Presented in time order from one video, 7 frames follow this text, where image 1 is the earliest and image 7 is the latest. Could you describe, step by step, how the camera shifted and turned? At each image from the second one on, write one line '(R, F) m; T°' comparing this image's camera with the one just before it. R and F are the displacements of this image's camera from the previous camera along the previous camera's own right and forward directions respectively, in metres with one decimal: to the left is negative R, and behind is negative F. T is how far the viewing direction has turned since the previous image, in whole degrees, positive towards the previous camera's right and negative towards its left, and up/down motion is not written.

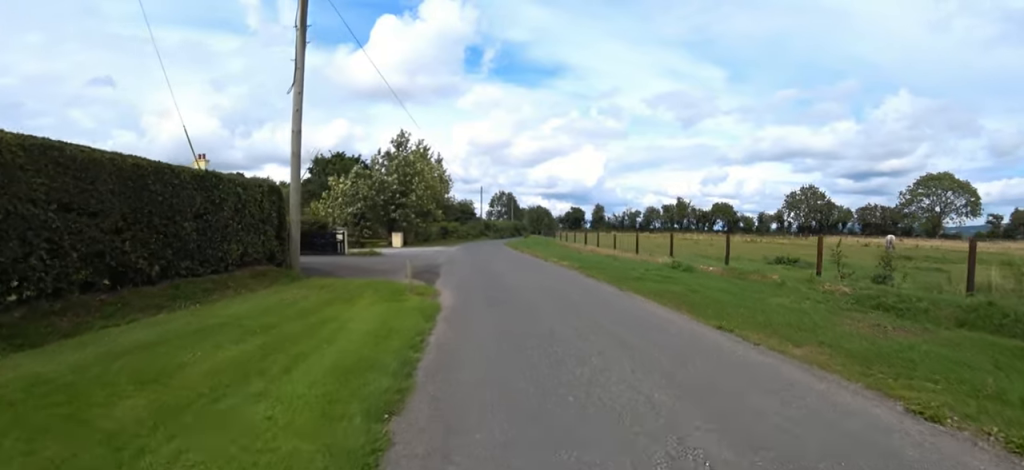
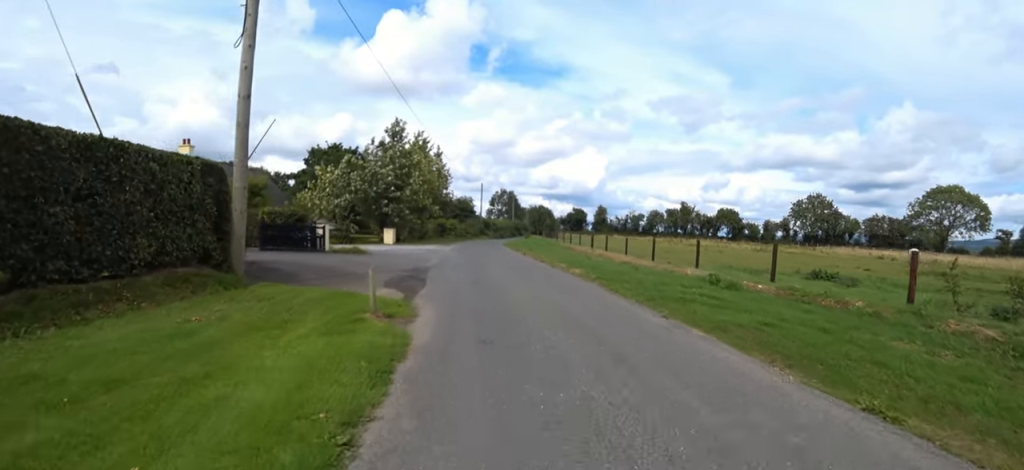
(0.0, +2.4) m; -3°
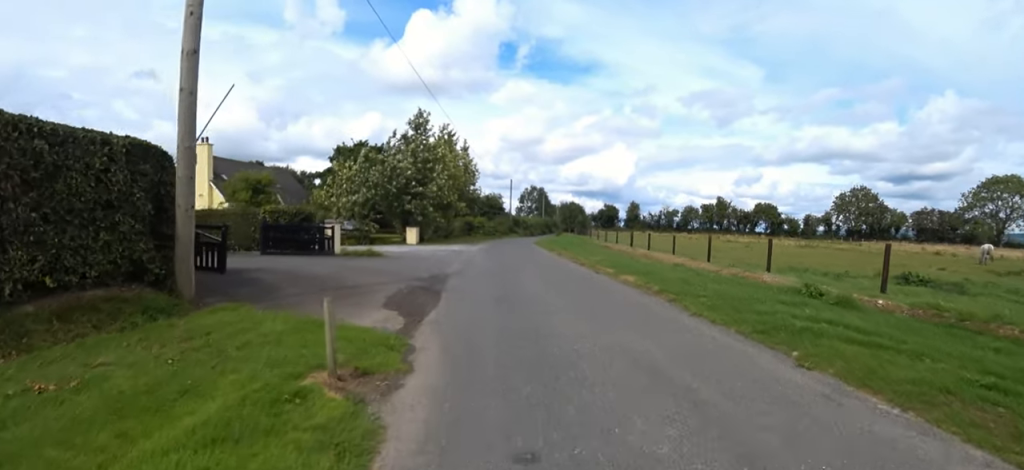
(-0.2, +2.4) m; -6°
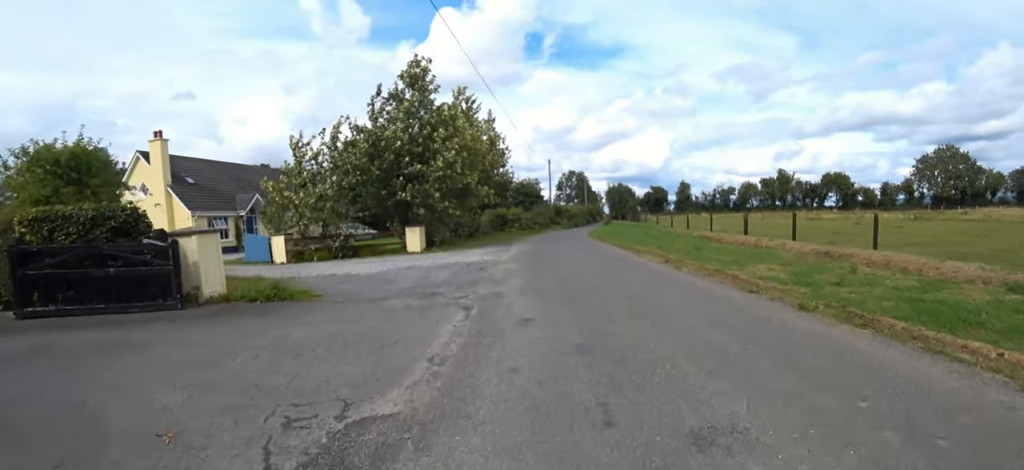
(-1.6, +9.6) m; -10°
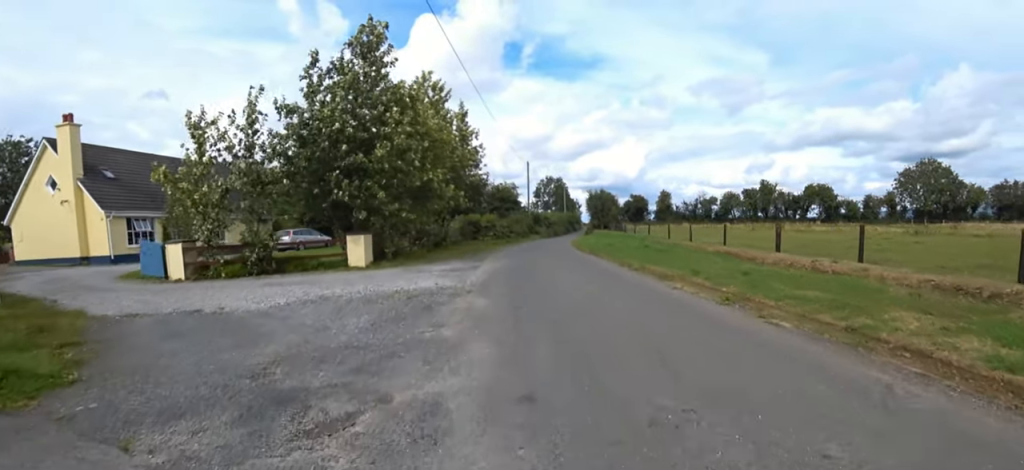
(+0.4, +4.1) m; +3°
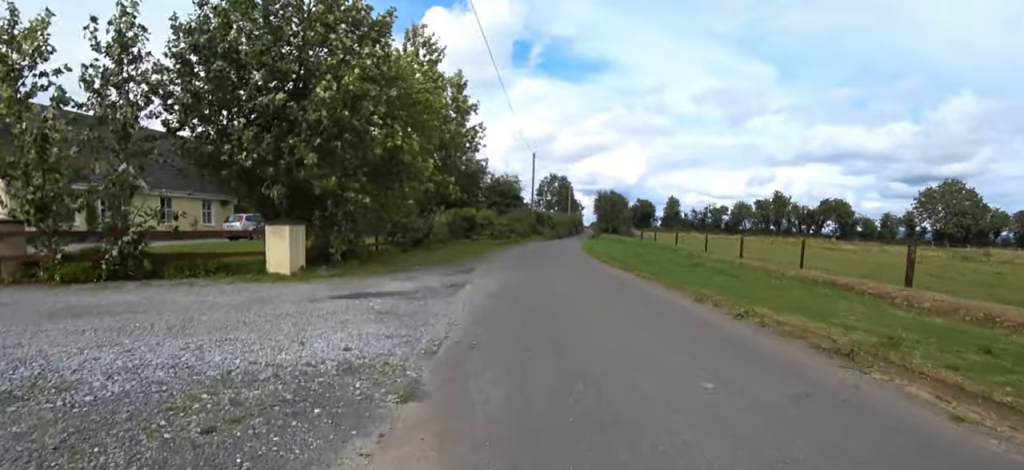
(-0.2, +5.2) m; -3°
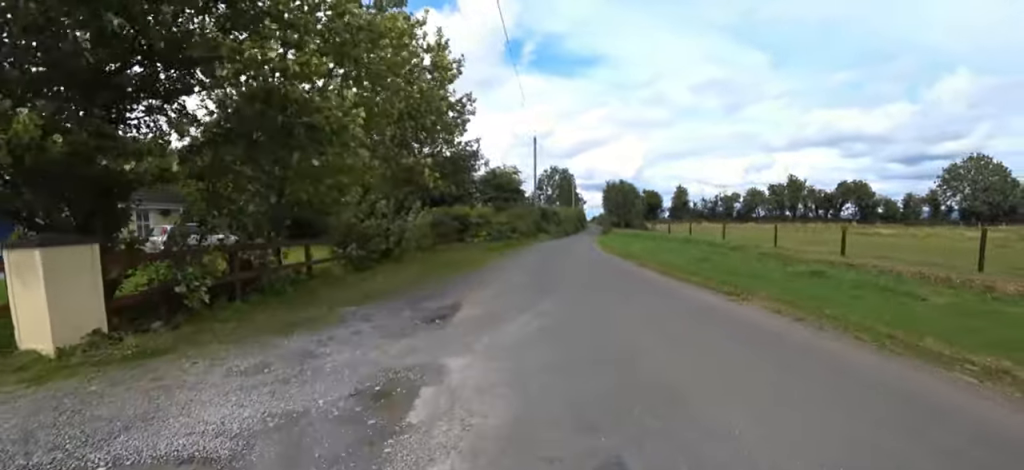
(+0.2, +5.7) m; +4°
